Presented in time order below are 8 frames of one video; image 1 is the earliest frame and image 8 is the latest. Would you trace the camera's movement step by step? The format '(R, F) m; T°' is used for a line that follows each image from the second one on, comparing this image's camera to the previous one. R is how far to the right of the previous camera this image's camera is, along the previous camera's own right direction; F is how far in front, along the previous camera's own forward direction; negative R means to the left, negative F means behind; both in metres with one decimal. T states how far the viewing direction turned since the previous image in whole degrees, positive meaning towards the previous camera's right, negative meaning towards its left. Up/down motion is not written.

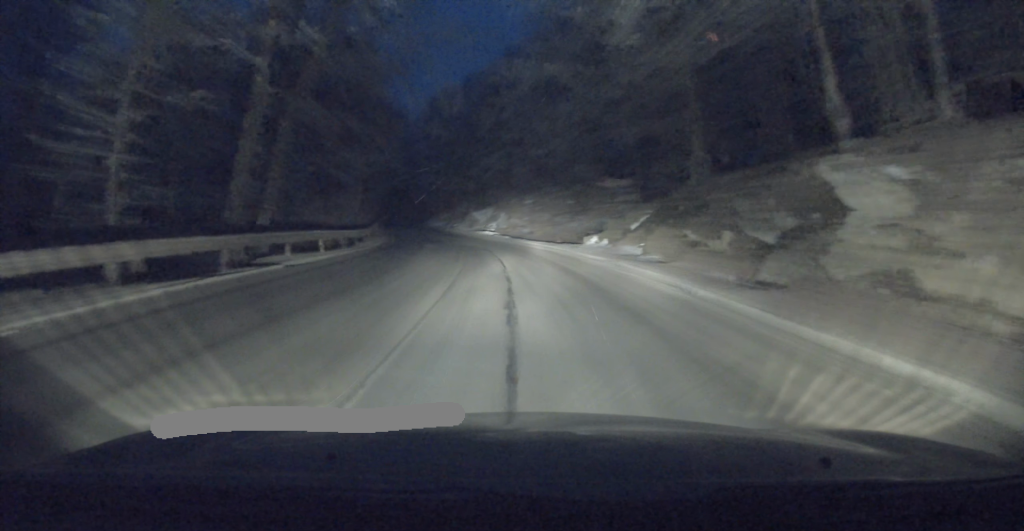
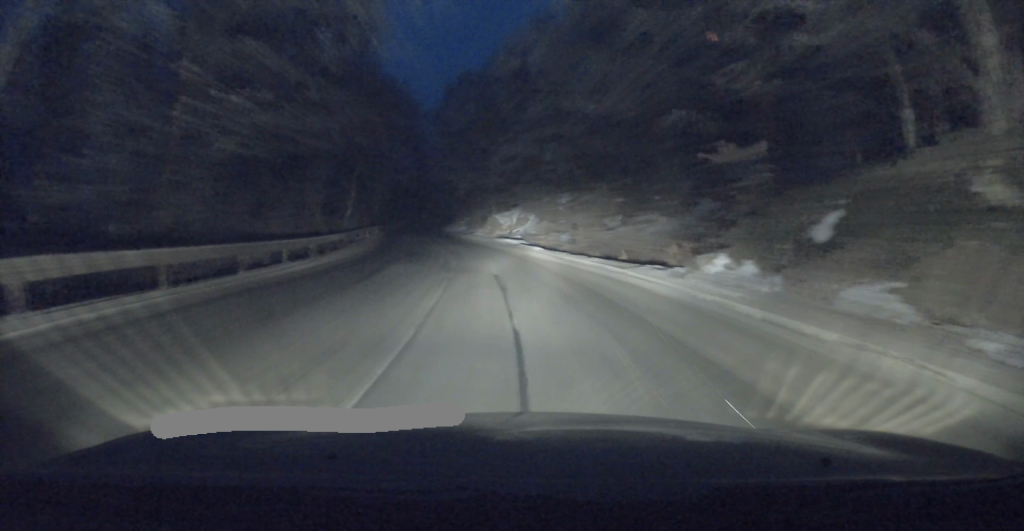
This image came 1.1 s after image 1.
(-0.6, +12.6) m; -5°
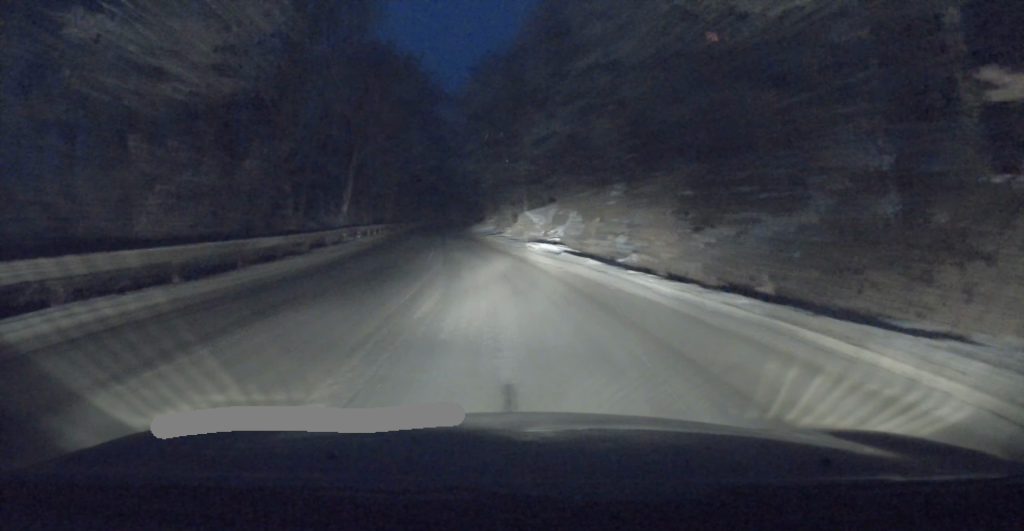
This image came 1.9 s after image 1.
(-0.3, +9.8) m; -3°
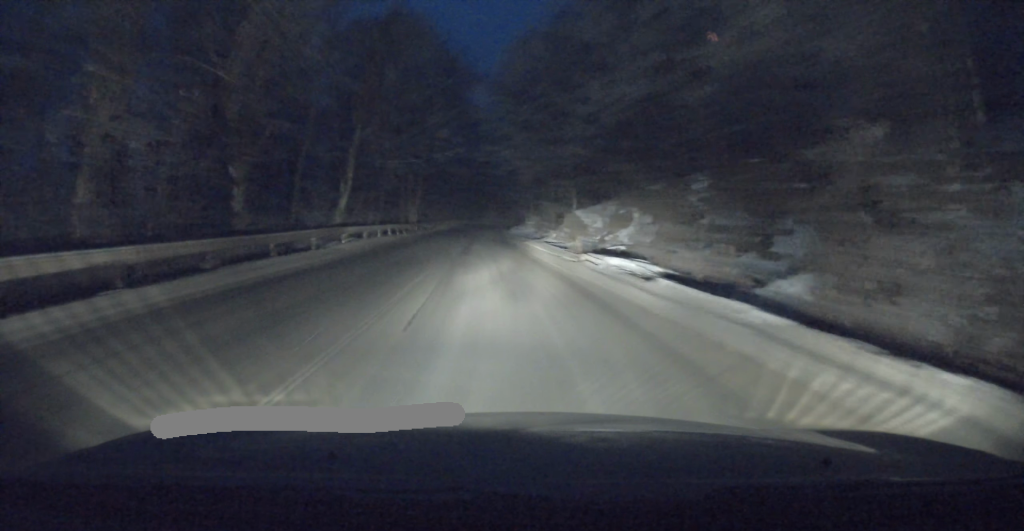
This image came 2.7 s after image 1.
(-0.3, +9.3) m; -3°
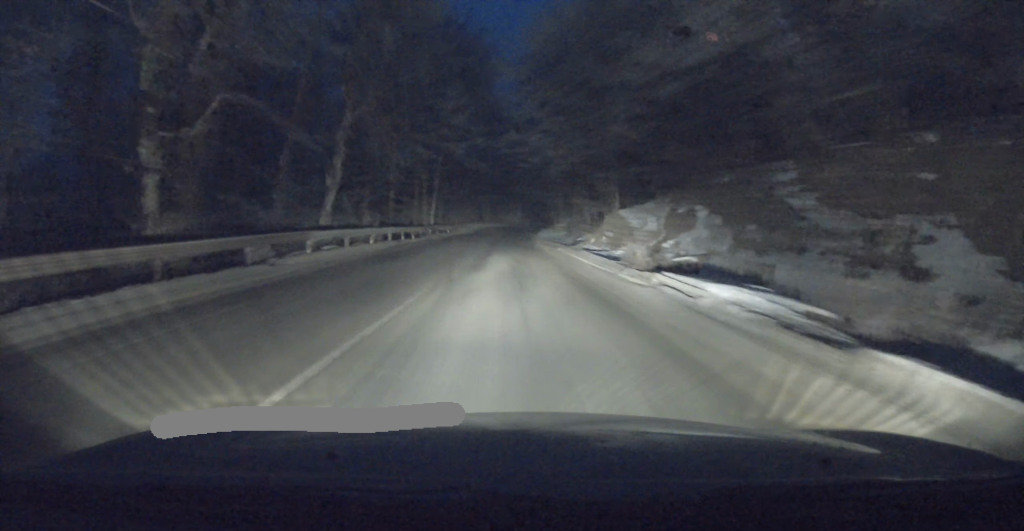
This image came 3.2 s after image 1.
(-0.1, +6.6) m; -1°
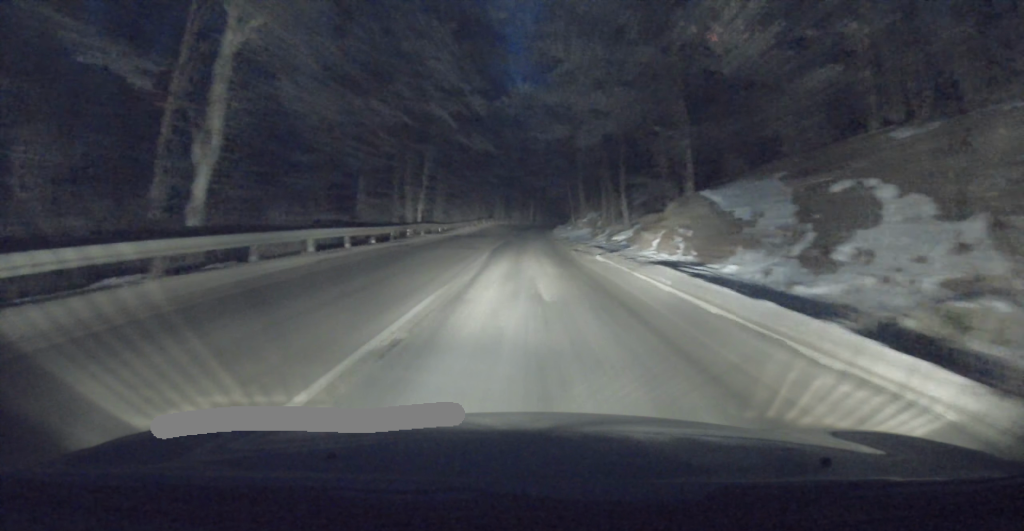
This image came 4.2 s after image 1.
(-0.2, +11.8) m; -1°
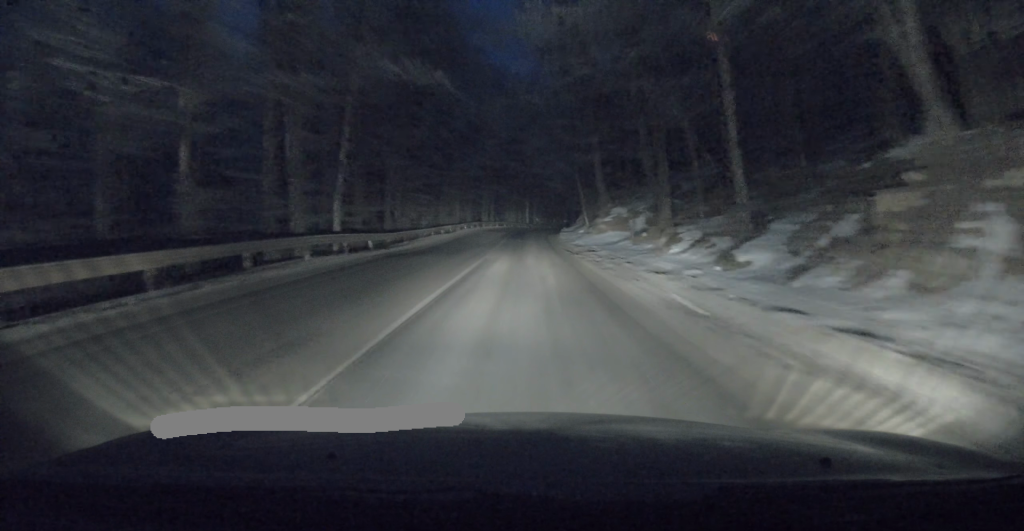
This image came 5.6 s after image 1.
(+0.2, +18.2) m; +1°
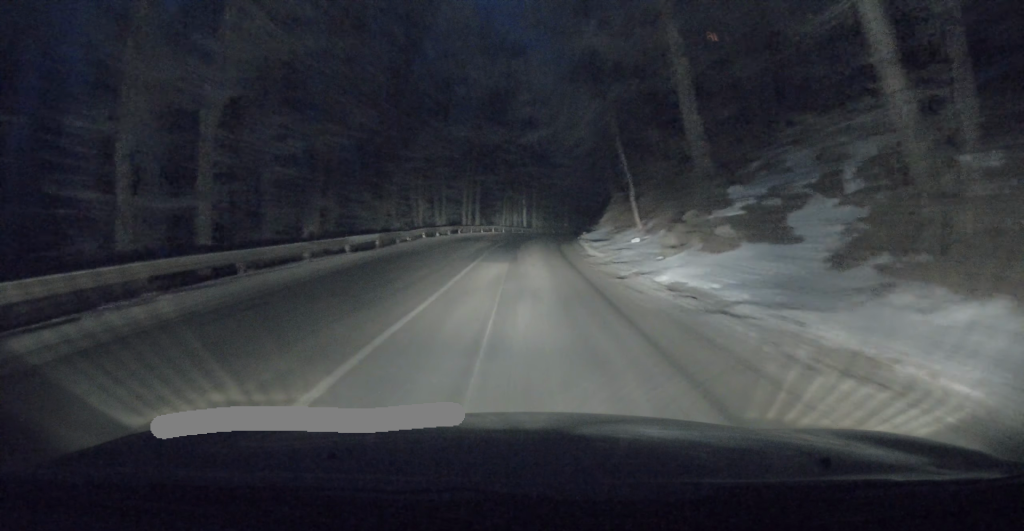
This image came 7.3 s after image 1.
(-0.2, +22.3) m; -1°
